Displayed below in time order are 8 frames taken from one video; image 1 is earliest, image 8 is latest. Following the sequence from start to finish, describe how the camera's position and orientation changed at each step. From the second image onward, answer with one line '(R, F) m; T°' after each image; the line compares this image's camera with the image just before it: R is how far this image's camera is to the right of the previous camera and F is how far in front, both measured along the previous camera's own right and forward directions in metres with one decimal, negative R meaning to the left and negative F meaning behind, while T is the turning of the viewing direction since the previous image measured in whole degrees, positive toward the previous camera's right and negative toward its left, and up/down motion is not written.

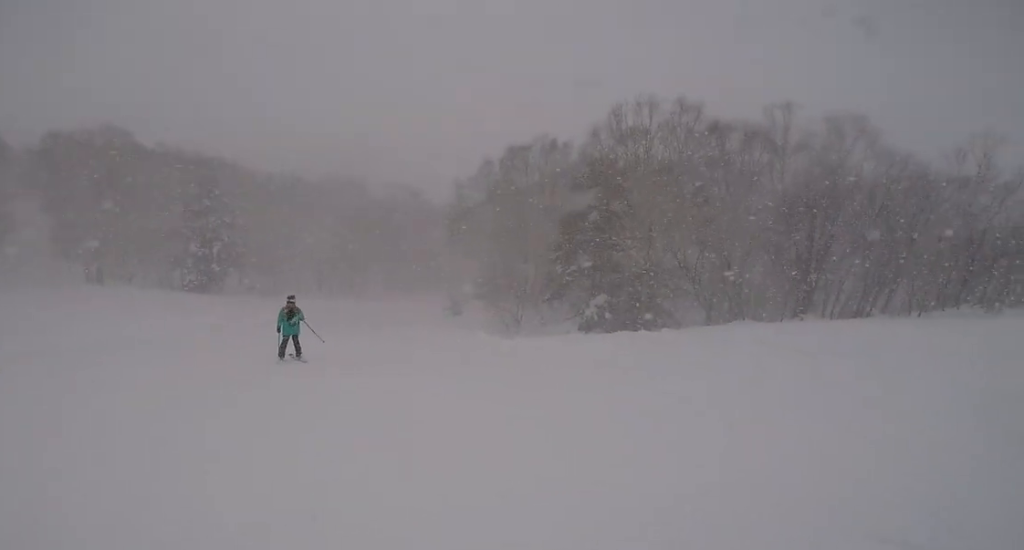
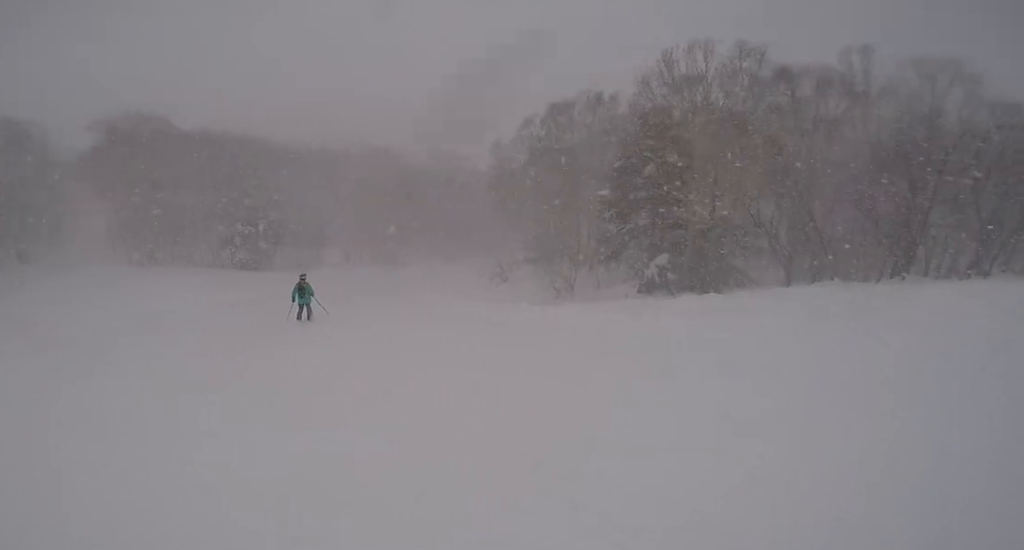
(-0.4, +1.7) m; -12°
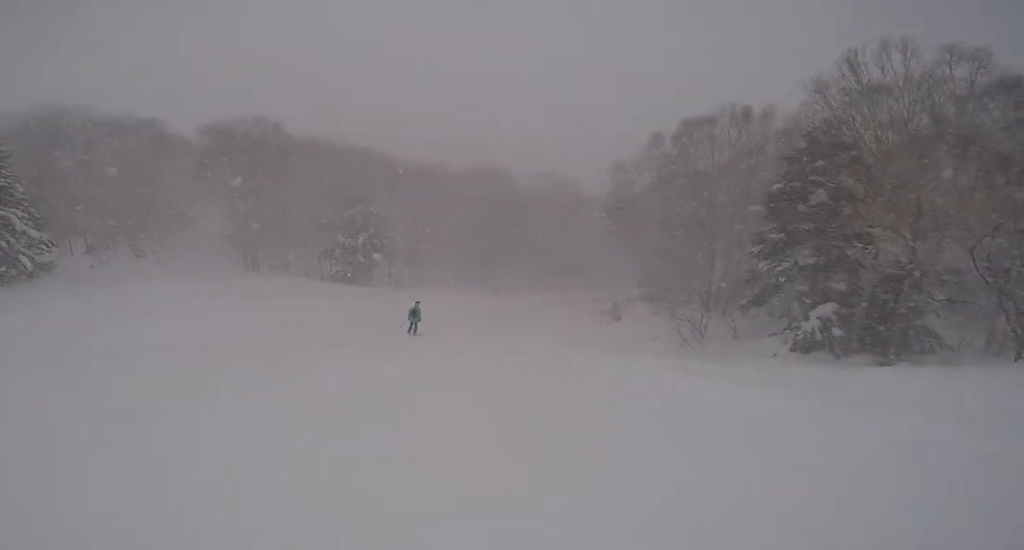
(+0.1, +4.1) m; -18°
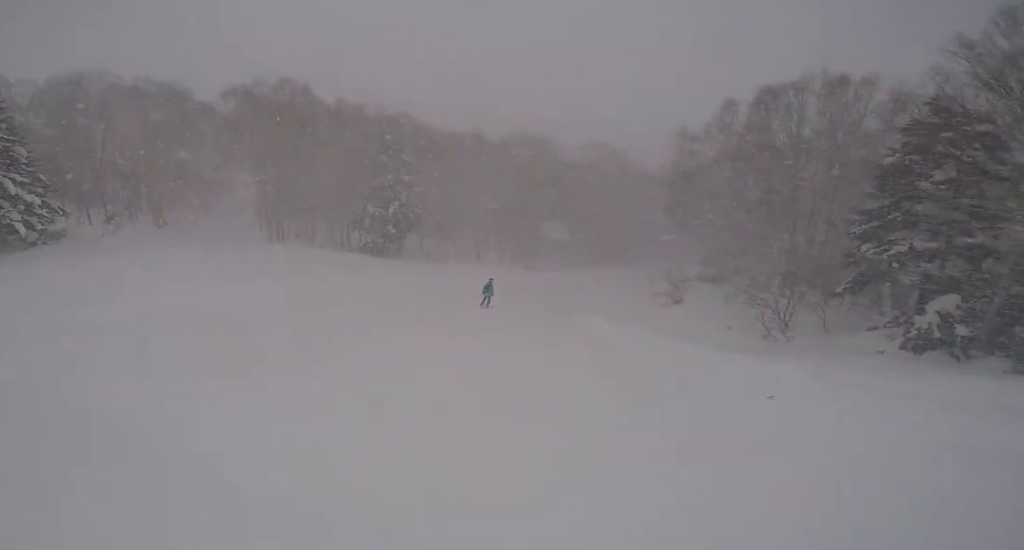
(-1.0, +3.3) m; -13°
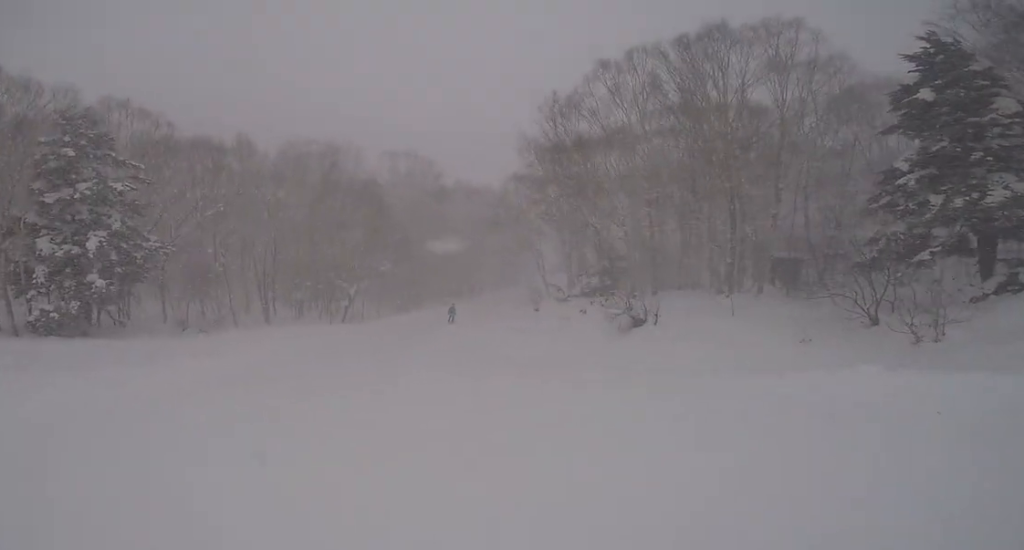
(+3.5, +16.5) m; +23°
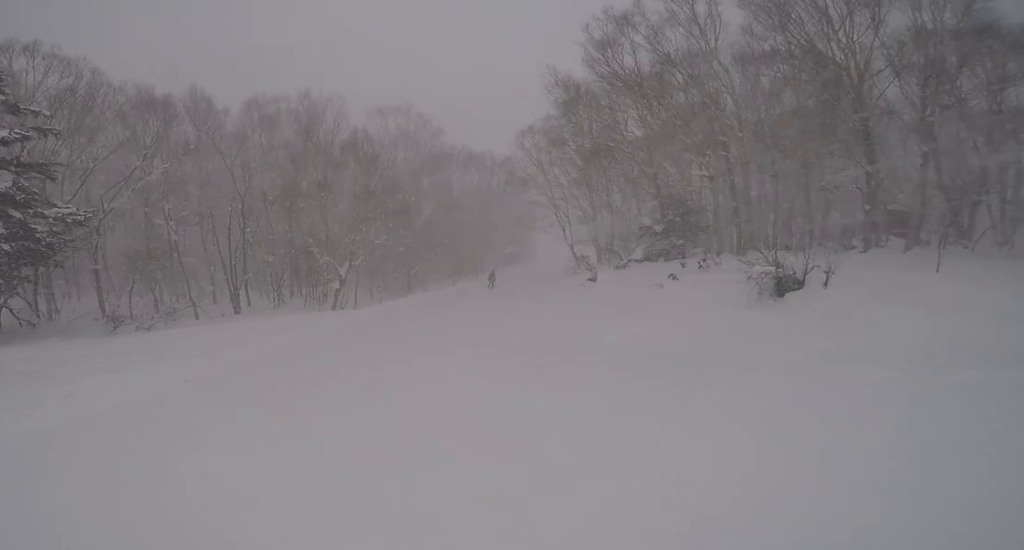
(+0.2, +7.1) m; +8°
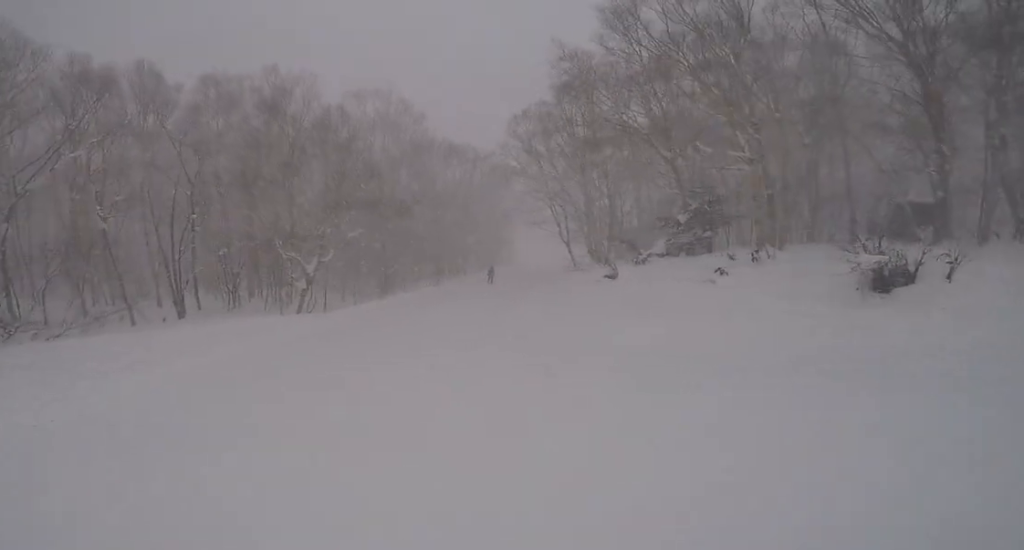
(+0.4, +3.9) m; +5°
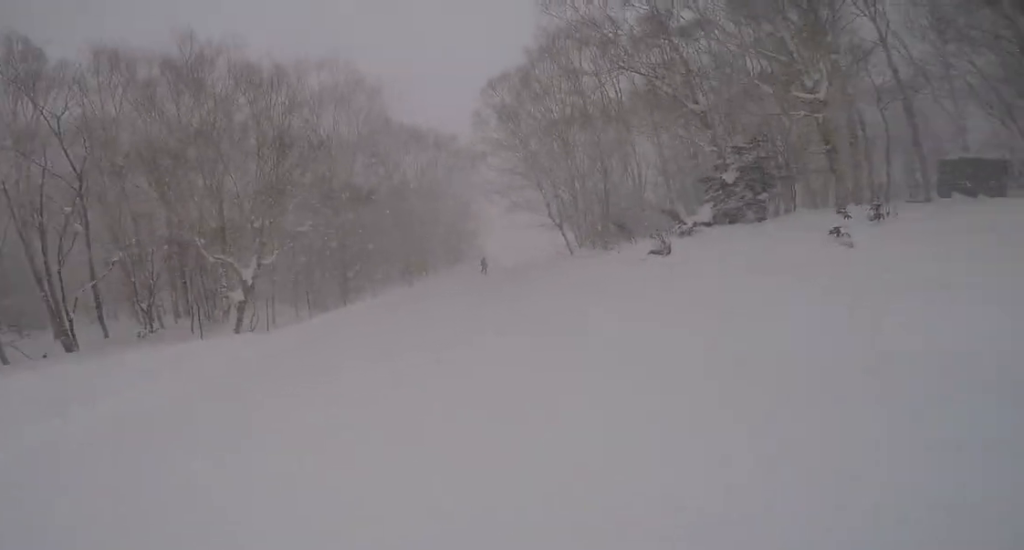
(+0.3, +5.4) m; +8°
